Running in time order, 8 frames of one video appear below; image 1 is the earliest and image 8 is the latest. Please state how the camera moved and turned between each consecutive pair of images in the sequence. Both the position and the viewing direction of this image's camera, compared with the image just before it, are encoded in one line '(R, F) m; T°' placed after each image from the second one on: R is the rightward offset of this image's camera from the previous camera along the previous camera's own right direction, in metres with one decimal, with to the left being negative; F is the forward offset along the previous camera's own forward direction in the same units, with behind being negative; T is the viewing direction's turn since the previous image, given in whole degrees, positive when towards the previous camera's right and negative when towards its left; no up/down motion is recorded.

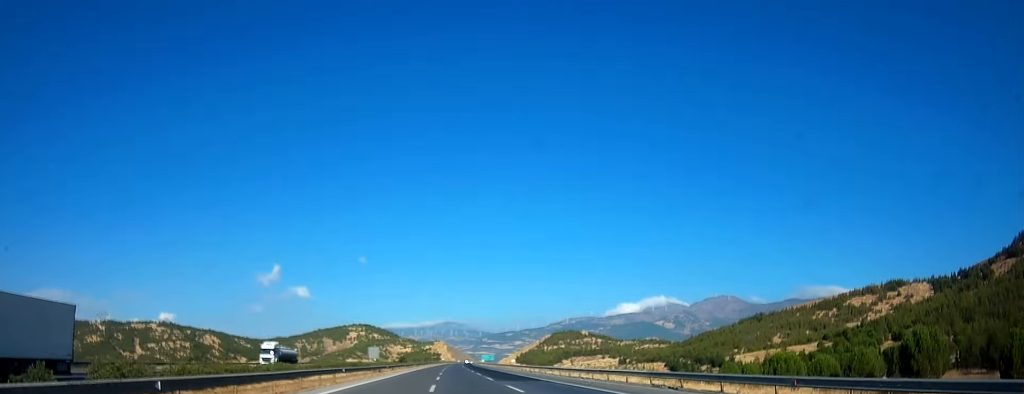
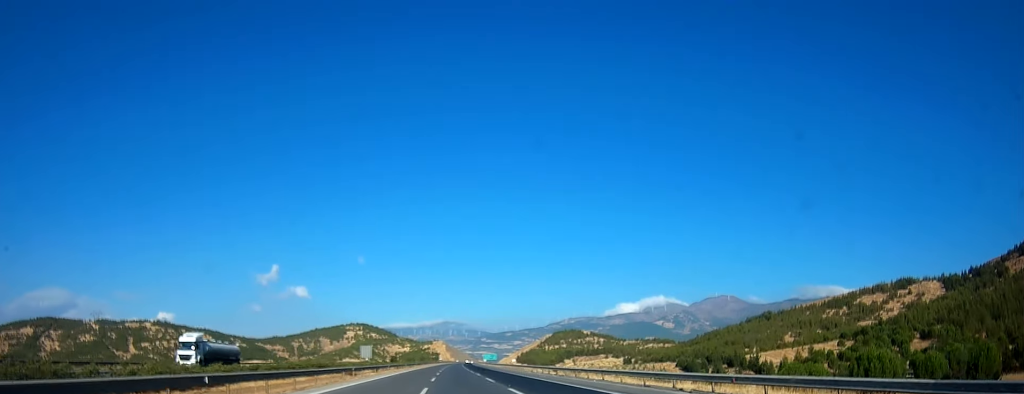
(0.0, +19.8) m; 0°
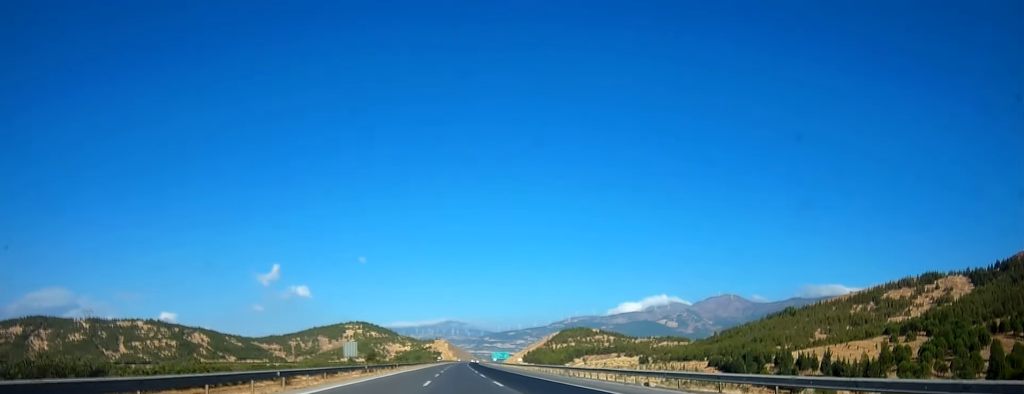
(0.0, +41.1) m; 0°
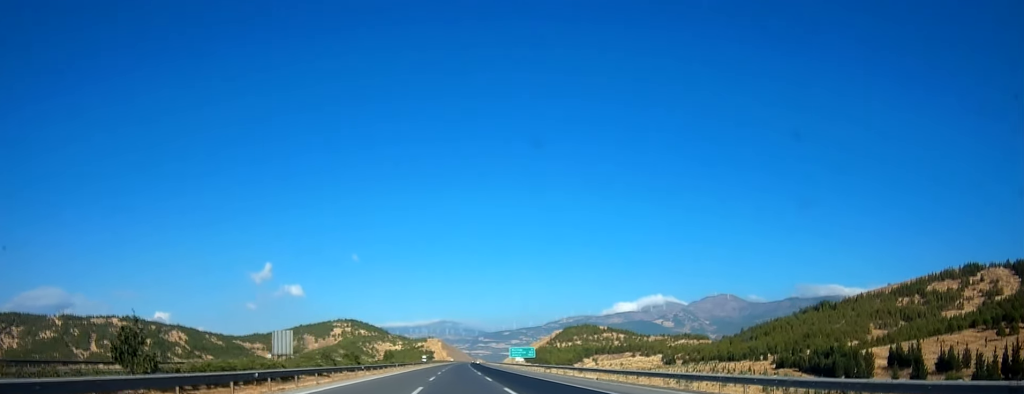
(+0.7, +73.6) m; 0°
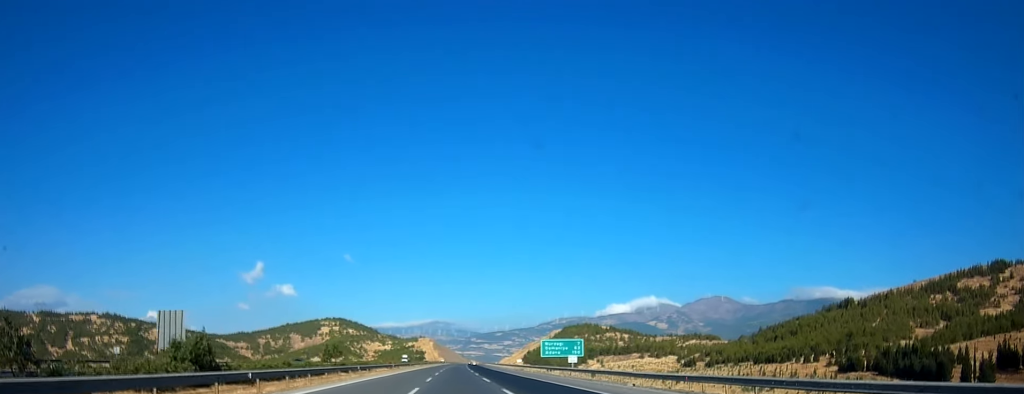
(-0.4, +49.1) m; 0°
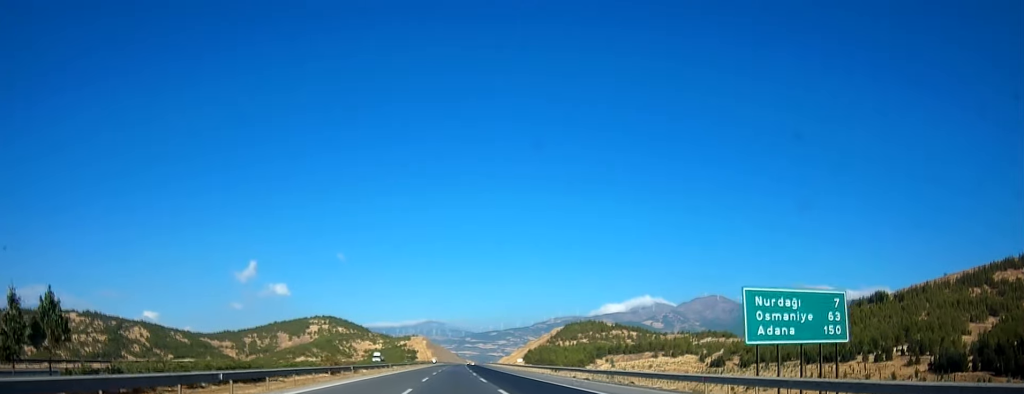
(+0.7, +50.1) m; +1°
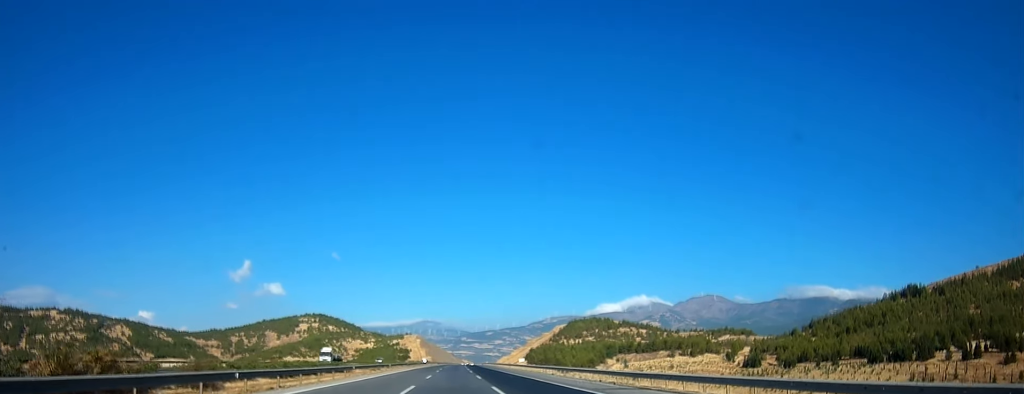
(+0.3, +46.3) m; 0°
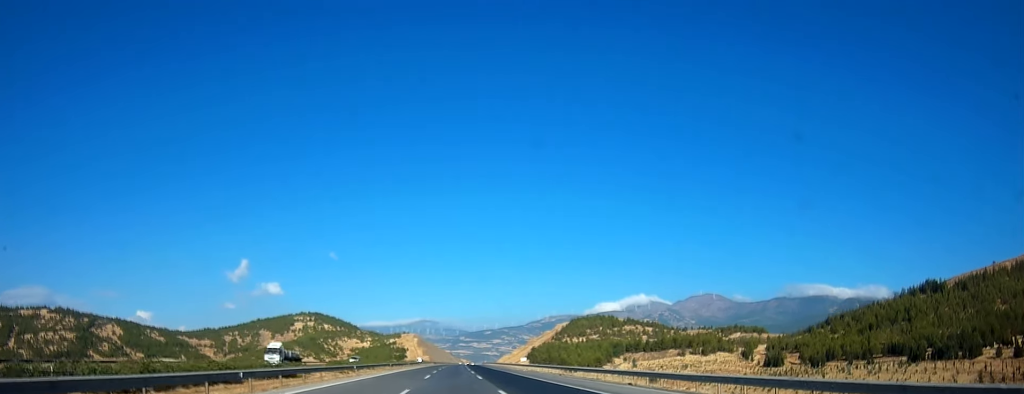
(0.0, +23.4) m; 0°
